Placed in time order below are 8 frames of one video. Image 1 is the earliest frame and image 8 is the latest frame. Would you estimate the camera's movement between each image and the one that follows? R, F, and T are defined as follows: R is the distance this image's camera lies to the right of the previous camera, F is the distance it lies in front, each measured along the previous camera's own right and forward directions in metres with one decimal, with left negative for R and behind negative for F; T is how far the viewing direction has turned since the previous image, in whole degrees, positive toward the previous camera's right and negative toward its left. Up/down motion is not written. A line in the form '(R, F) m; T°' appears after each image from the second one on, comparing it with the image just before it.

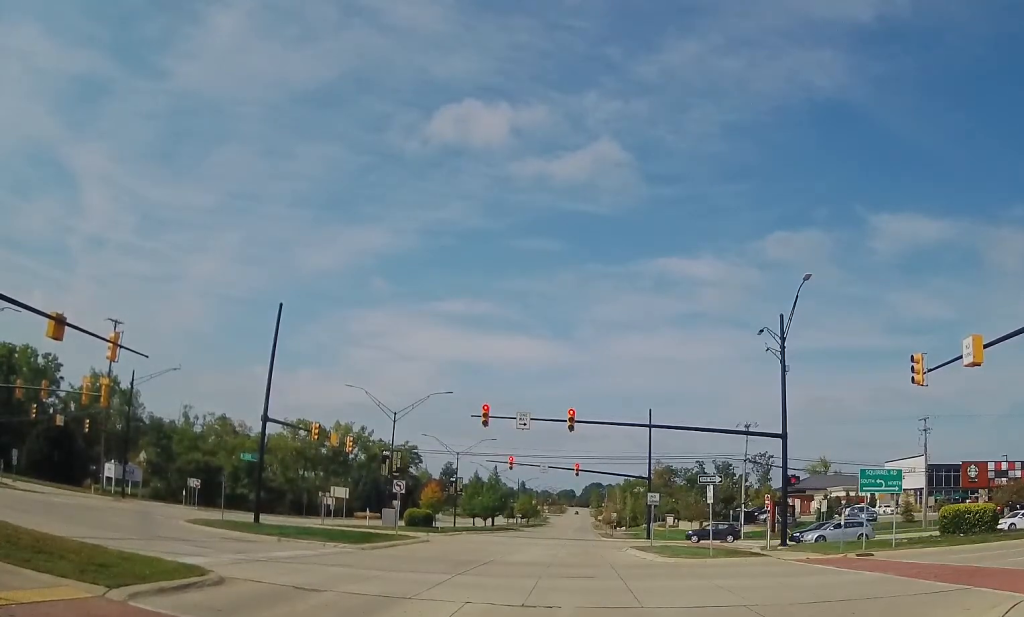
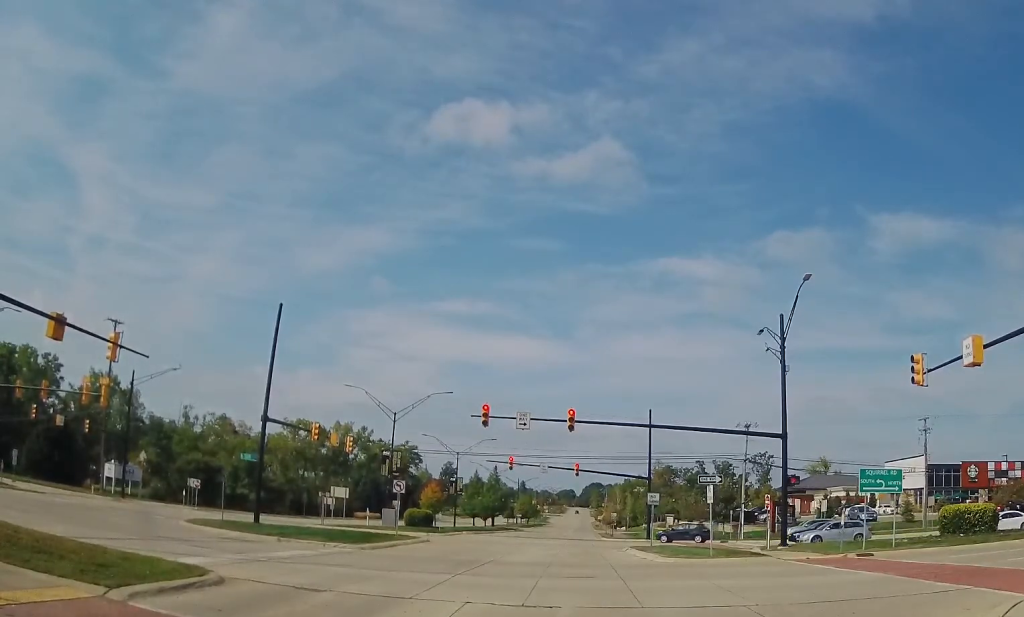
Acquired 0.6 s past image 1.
(0.0, 0.0) m; 0°
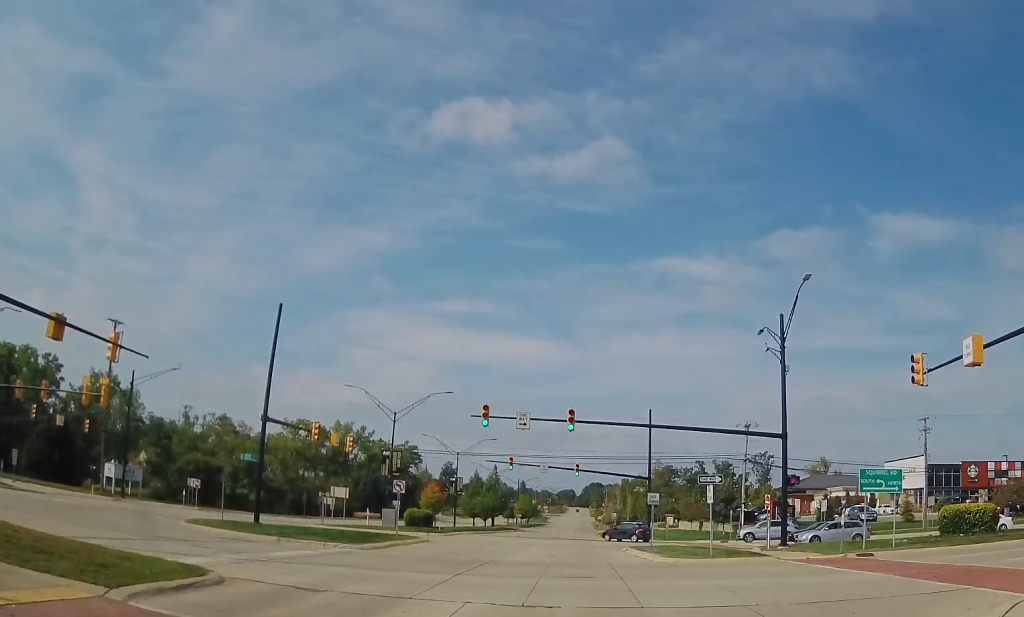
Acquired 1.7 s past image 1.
(0.0, 0.0) m; 0°
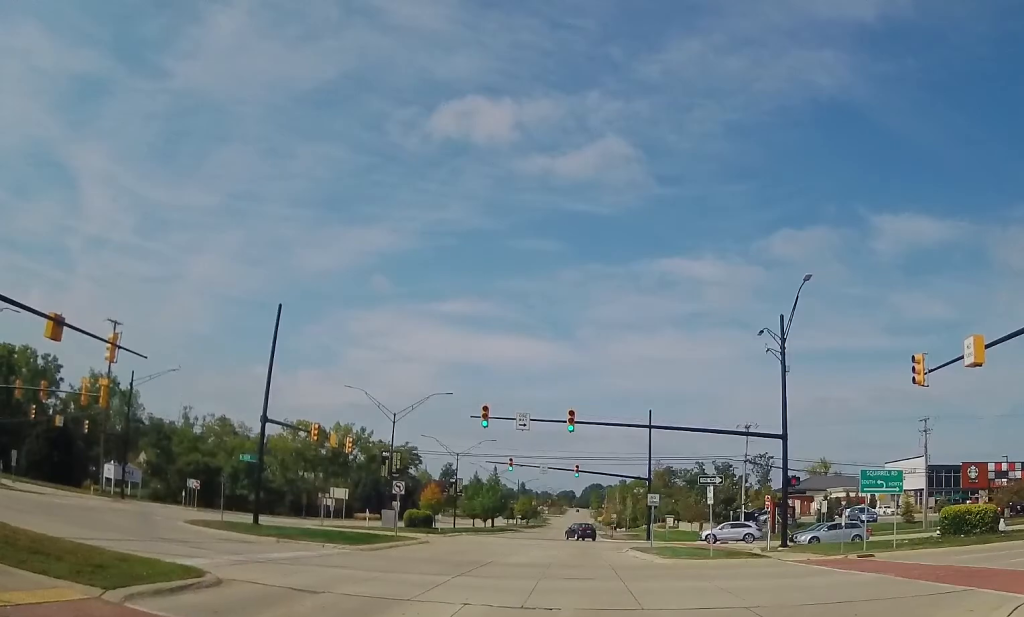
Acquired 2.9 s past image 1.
(0.0, 0.0) m; 0°
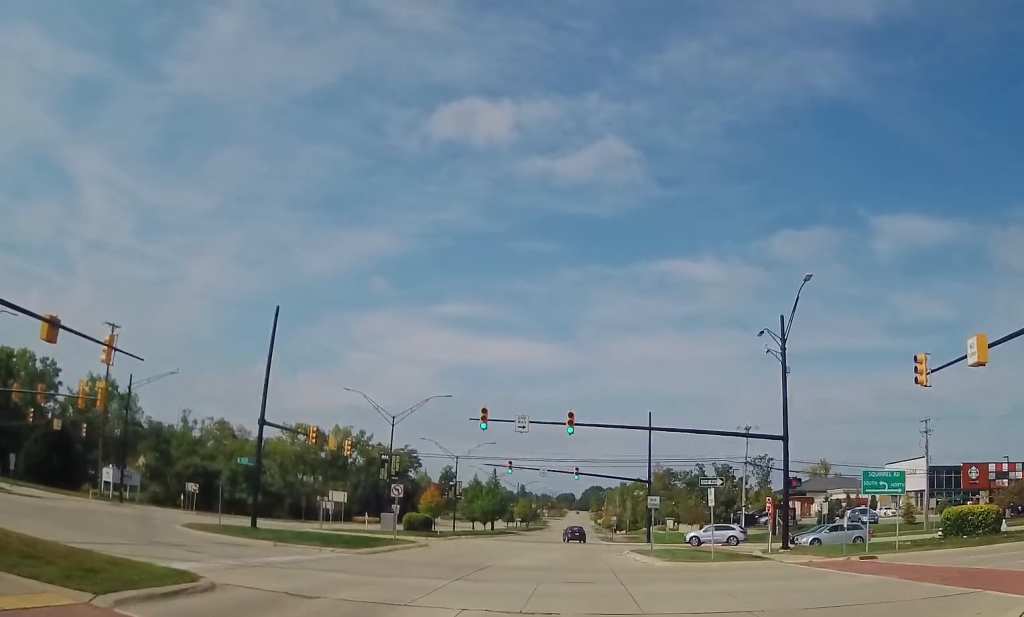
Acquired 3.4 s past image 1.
(0.0, 0.0) m; 0°
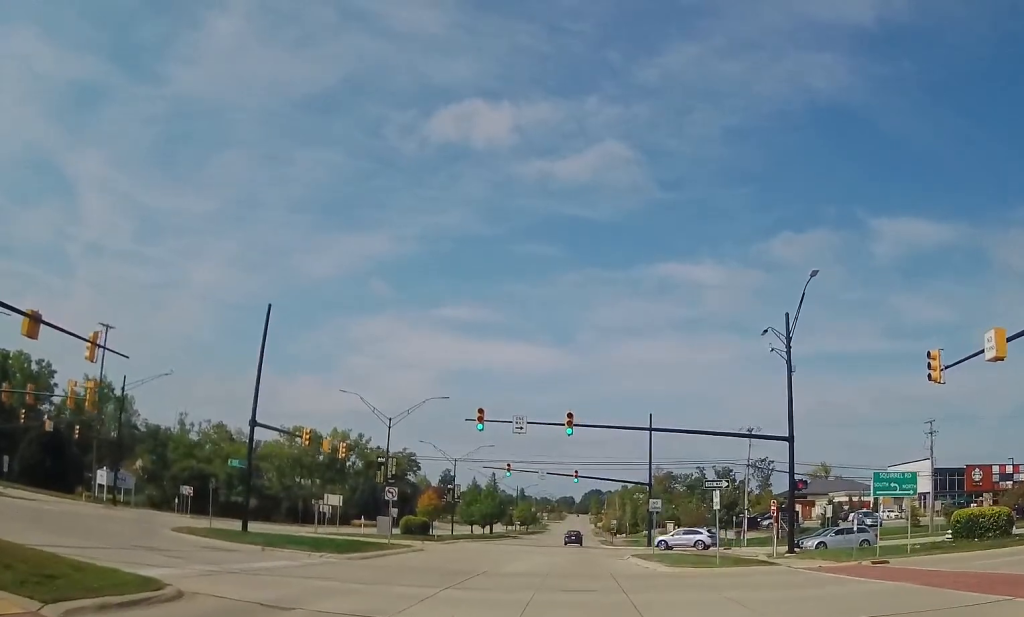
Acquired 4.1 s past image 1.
(0.0, +0.2) m; 0°
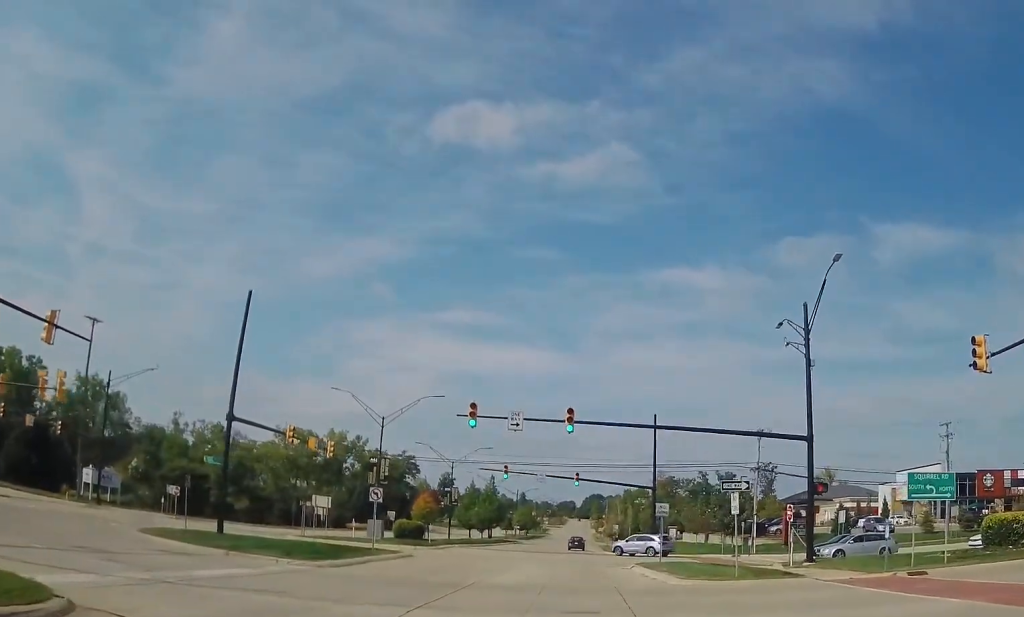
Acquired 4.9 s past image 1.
(0.0, +1.1) m; 0°
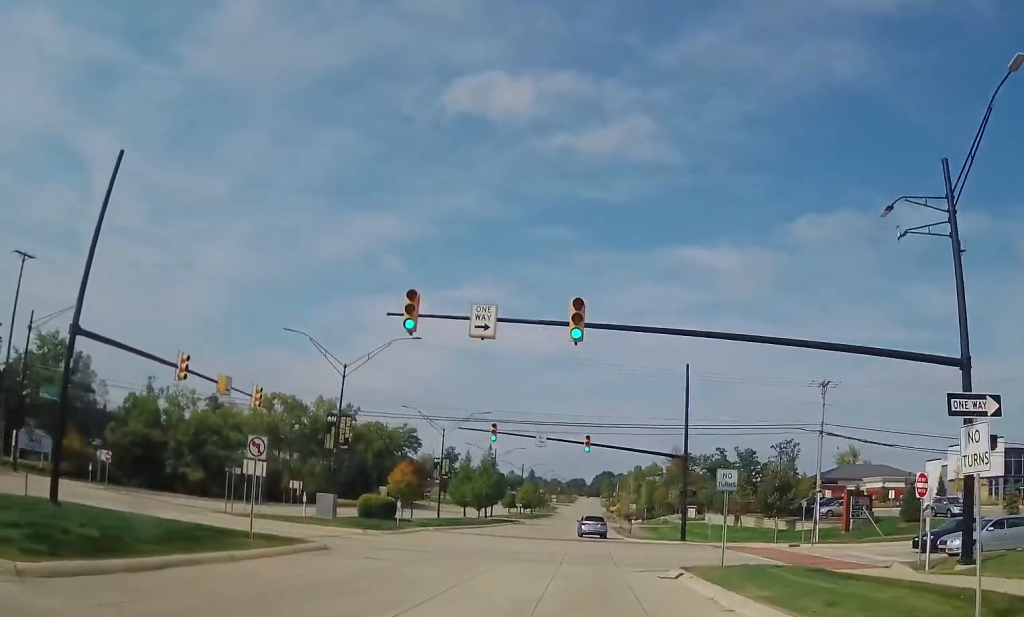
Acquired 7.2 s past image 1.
(0.0, +12.8) m; -2°
